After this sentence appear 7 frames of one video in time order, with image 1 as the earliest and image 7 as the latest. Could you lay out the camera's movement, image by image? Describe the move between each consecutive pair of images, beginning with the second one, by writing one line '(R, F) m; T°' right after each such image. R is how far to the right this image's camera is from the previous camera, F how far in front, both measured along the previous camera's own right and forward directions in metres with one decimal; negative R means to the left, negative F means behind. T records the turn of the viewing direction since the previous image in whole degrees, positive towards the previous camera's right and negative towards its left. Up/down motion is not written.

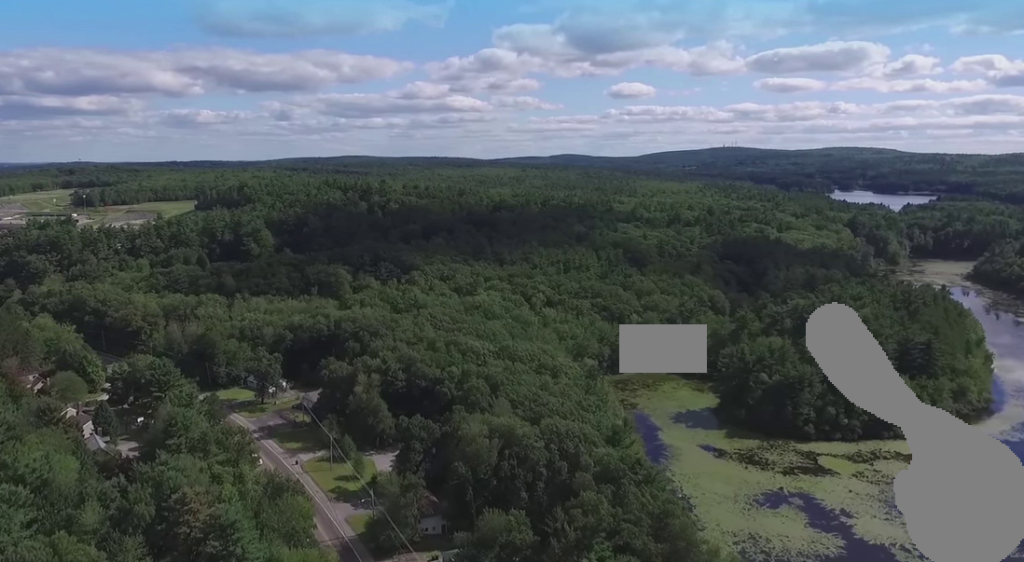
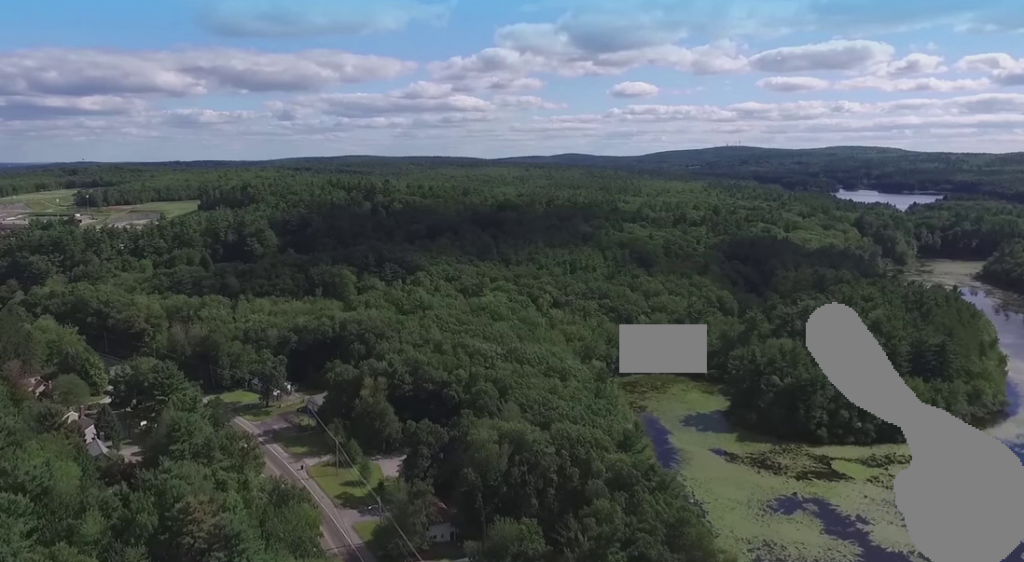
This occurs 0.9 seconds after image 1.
(0.0, +3.6) m; -1°
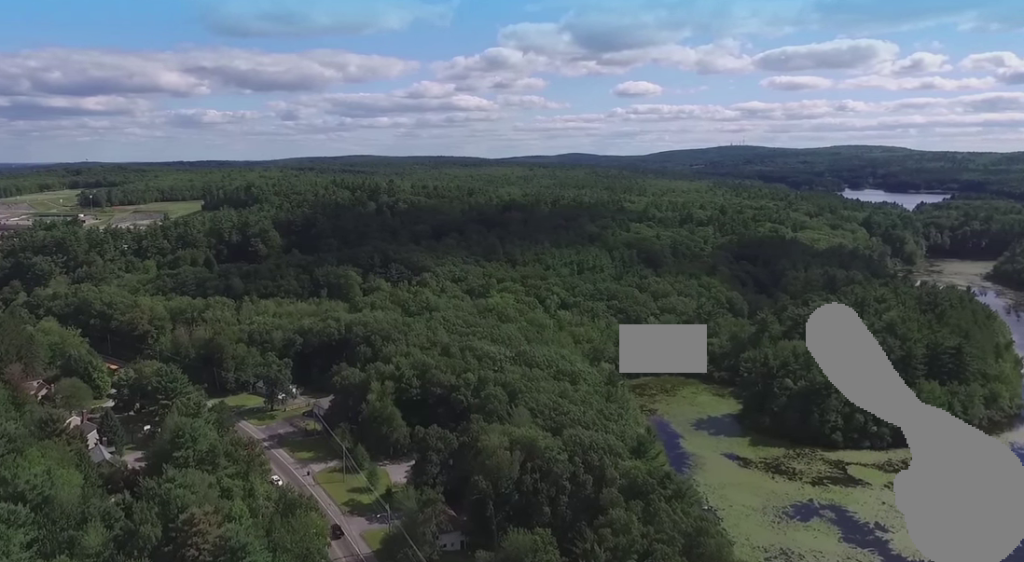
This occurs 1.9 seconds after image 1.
(0.0, +4.1) m; -1°
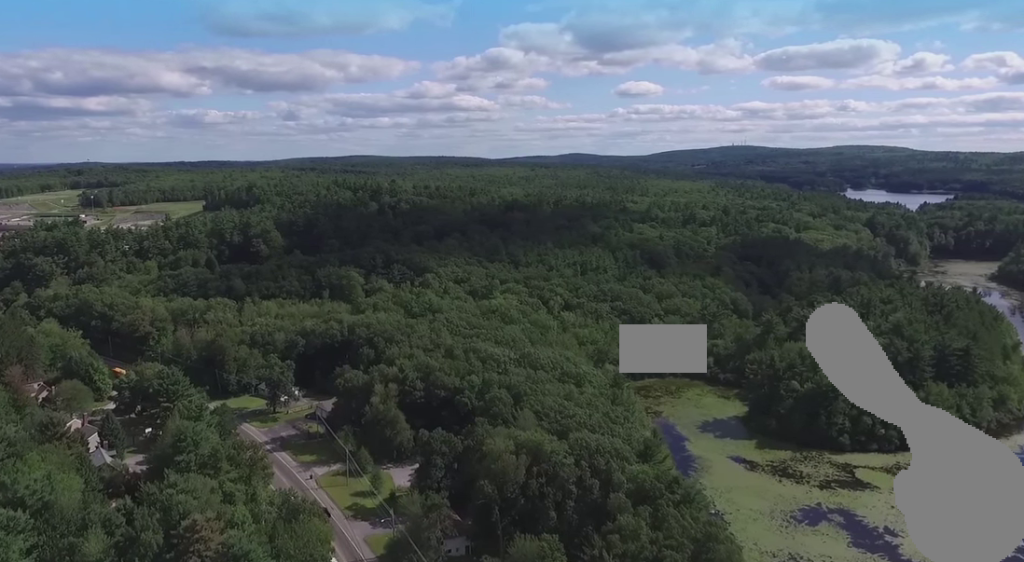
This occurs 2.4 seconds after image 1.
(0.0, +2.1) m; 0°
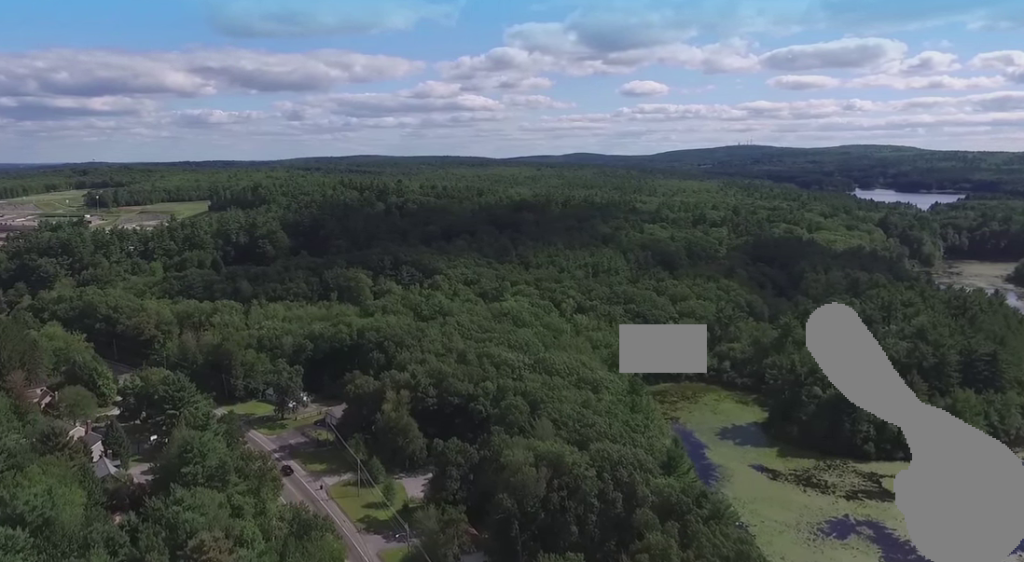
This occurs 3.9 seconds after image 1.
(0.0, +7.2) m; -1°
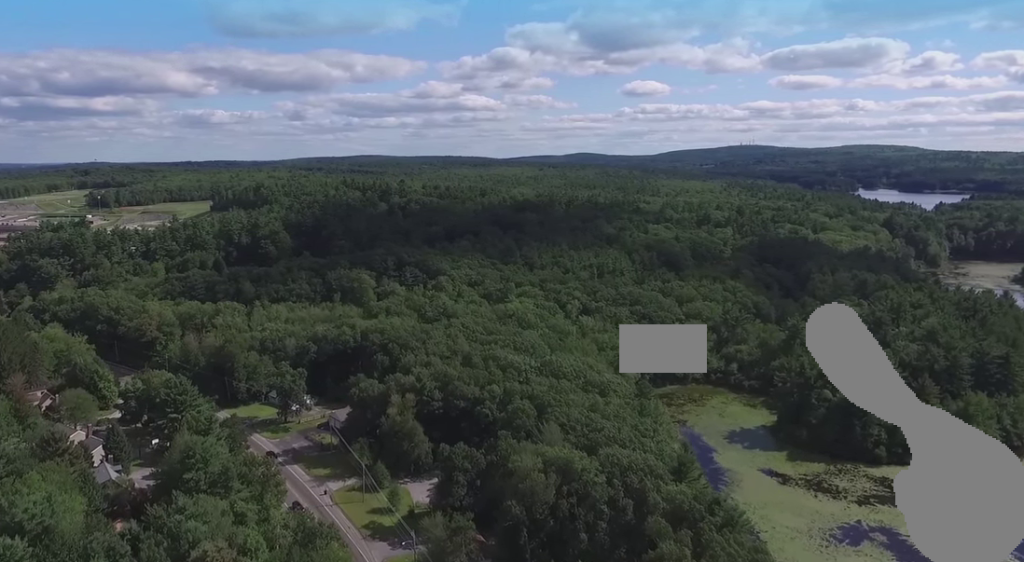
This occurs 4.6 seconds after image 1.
(0.0, +3.2) m; -1°
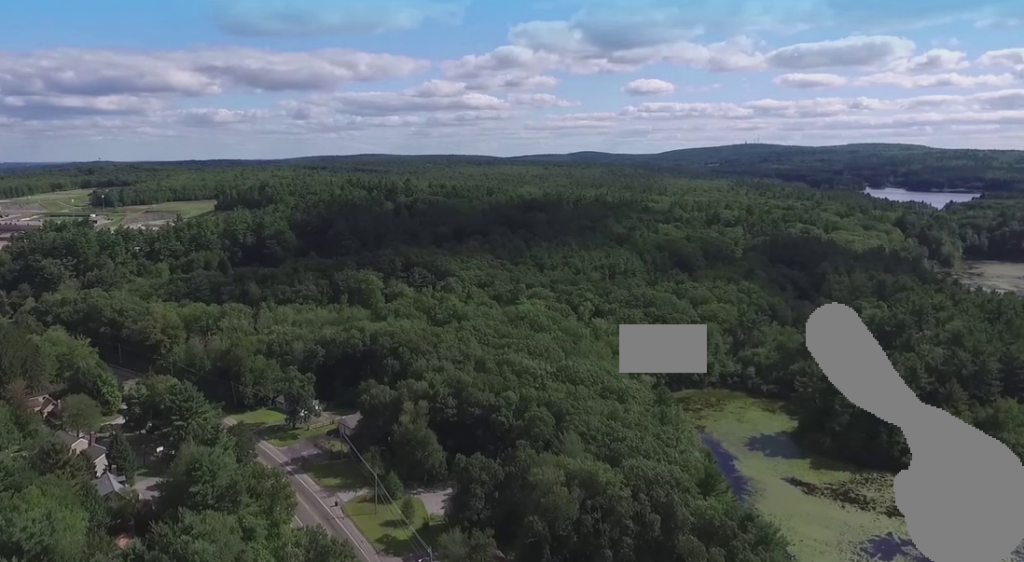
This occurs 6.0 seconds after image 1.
(0.0, +7.6) m; 0°
